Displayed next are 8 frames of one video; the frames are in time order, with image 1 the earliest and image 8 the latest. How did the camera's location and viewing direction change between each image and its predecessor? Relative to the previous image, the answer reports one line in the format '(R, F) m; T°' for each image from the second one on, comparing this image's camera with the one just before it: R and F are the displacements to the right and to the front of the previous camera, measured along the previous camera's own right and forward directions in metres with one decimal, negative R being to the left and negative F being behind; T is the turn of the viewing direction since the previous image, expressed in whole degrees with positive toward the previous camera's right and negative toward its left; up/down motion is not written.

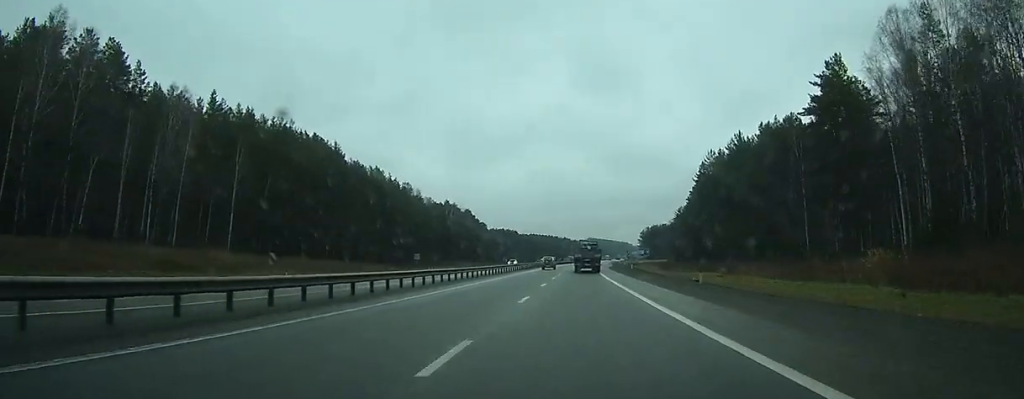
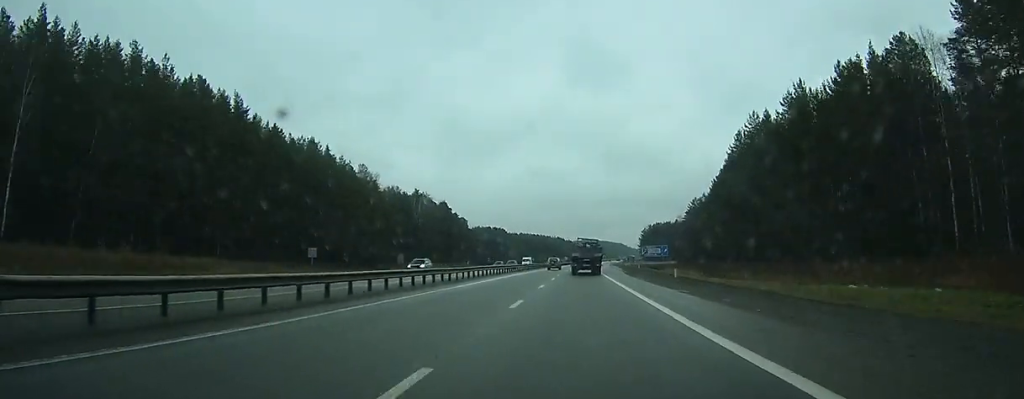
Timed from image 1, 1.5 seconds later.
(+0.2, +38.3) m; +1°
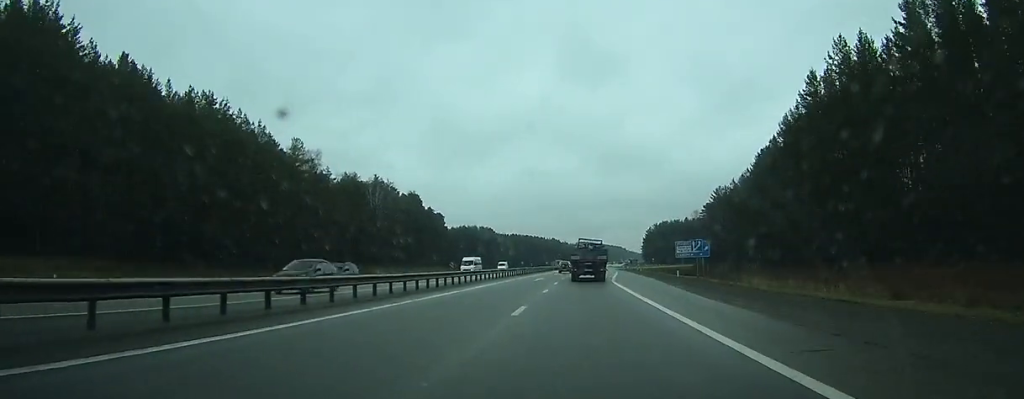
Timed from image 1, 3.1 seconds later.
(+0.2, +37.8) m; 0°
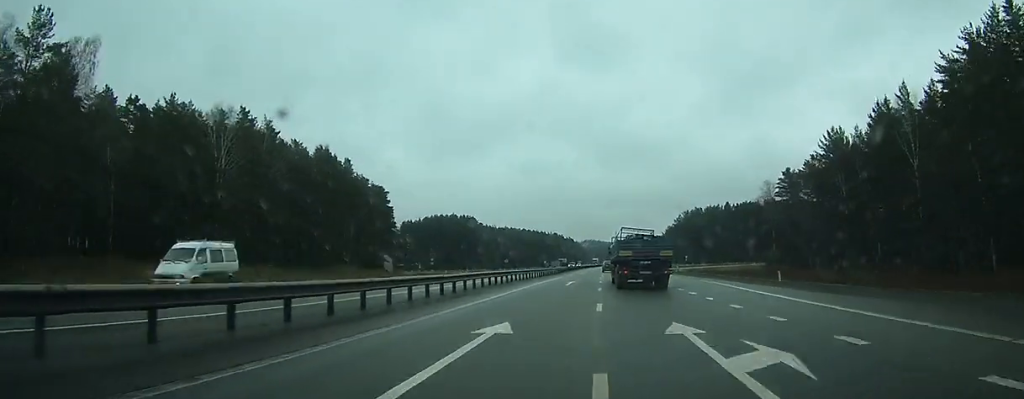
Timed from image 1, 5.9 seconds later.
(0.0, +68.0) m; 0°
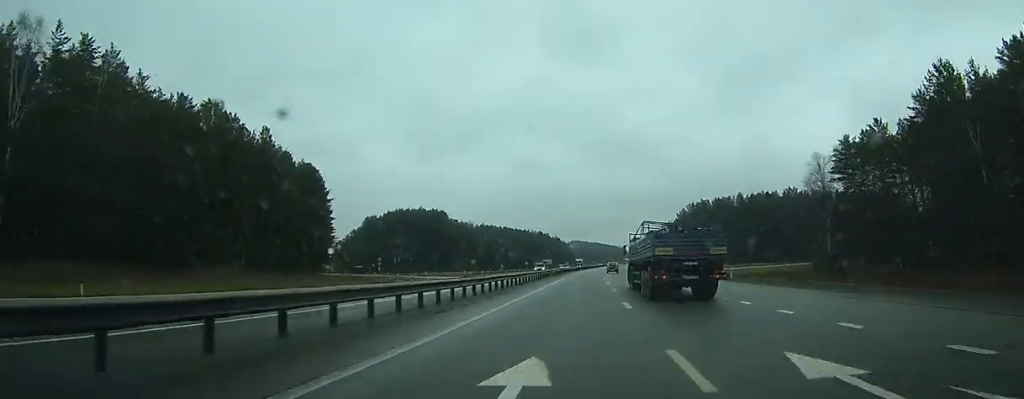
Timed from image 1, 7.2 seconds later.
(+0.2, +32.1) m; +1°
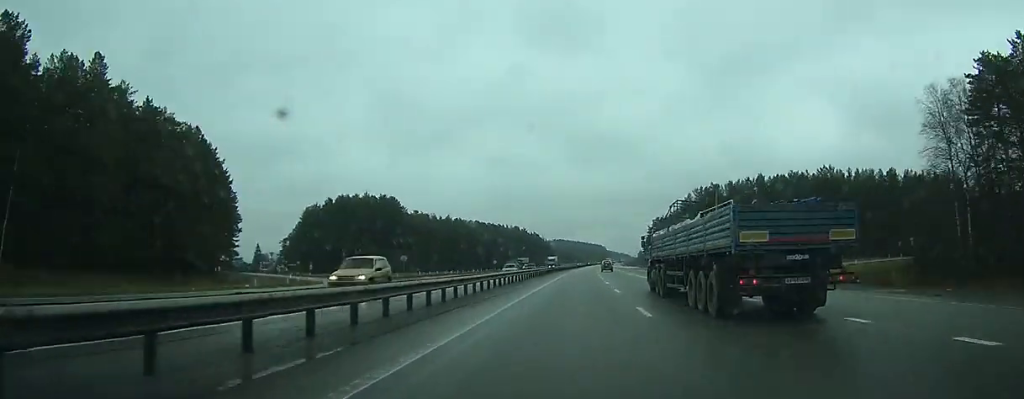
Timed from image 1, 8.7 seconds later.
(+0.4, +37.2) m; +1°
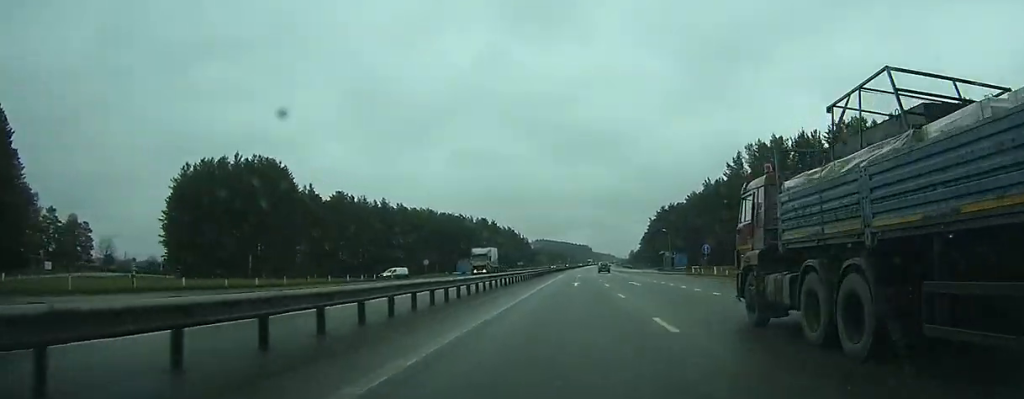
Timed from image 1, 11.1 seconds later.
(+1.1, +62.1) m; +2°
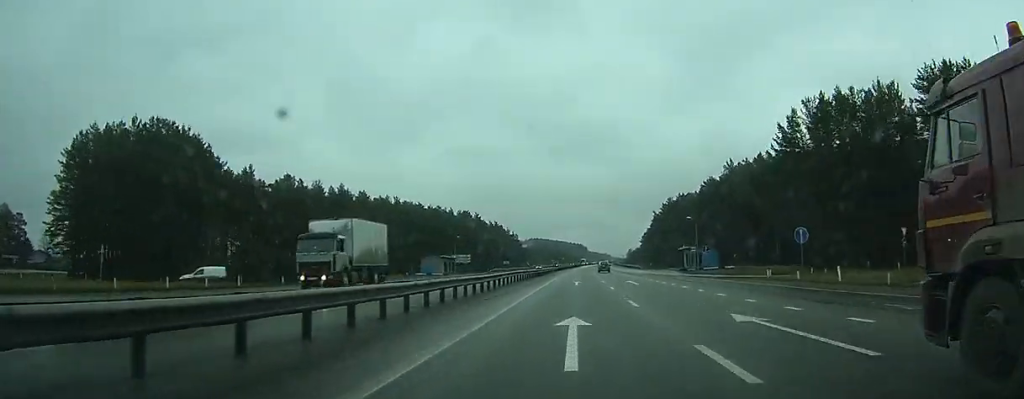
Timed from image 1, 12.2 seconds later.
(0.0, +29.7) m; 0°
